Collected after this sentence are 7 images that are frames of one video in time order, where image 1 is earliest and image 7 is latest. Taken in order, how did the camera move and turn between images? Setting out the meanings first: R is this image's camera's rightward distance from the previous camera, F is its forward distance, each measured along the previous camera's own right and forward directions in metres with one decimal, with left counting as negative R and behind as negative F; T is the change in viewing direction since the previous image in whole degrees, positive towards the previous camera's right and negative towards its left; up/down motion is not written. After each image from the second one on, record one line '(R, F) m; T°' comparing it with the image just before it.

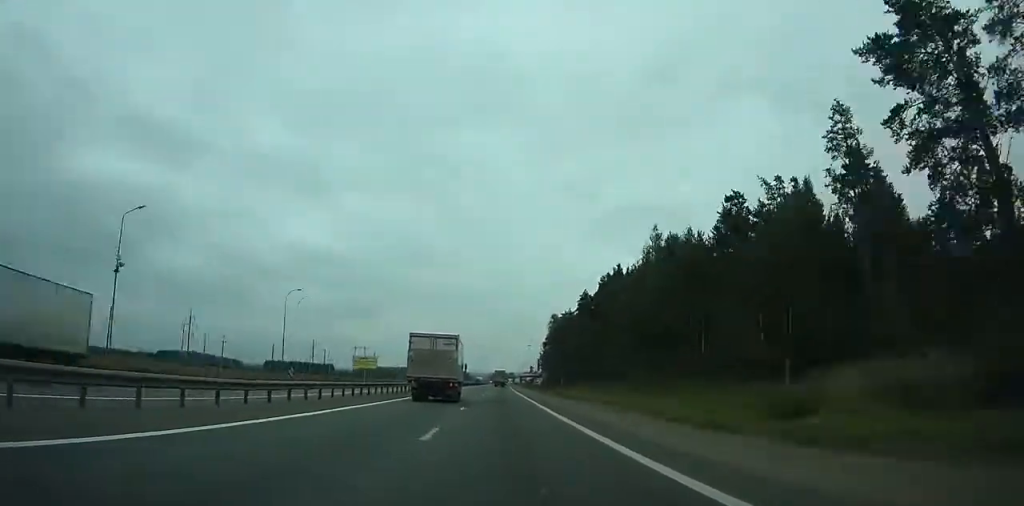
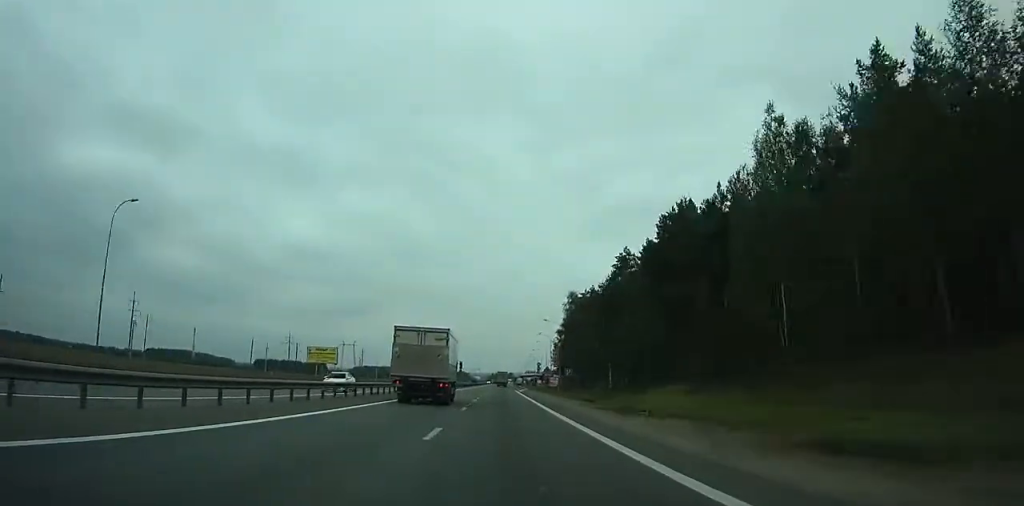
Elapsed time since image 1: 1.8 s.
(+0.1, +36.6) m; 0°
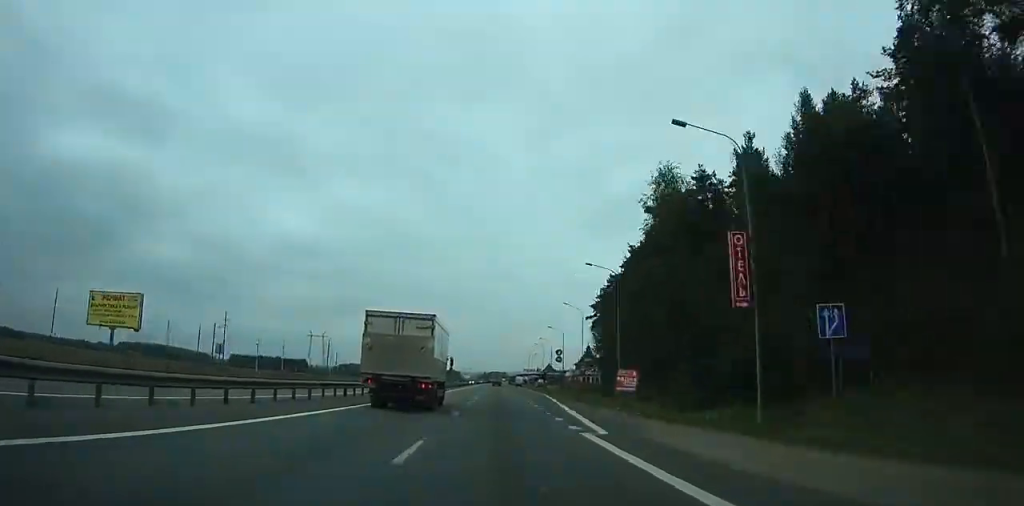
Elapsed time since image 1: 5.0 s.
(+0.4, +63.9) m; 0°
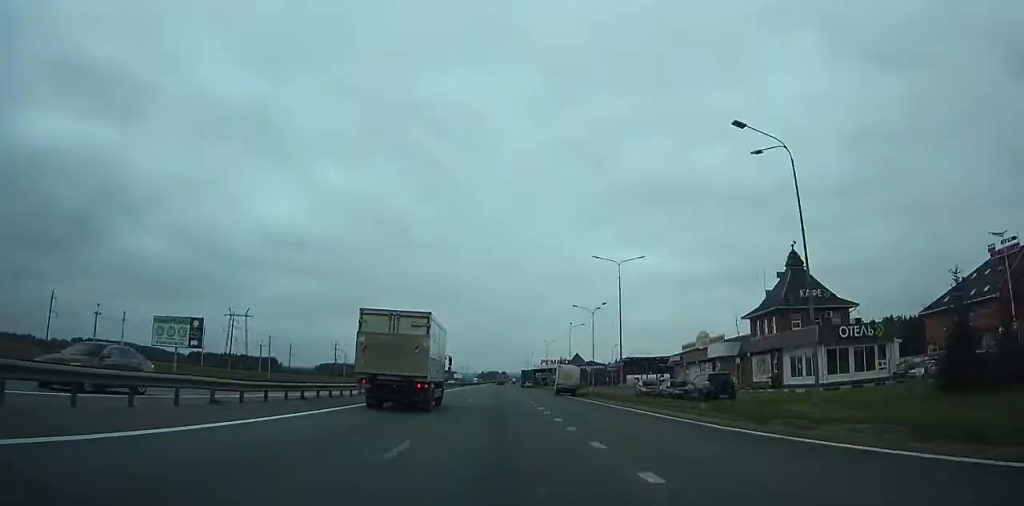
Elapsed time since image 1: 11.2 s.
(+0.4, +121.9) m; +1°
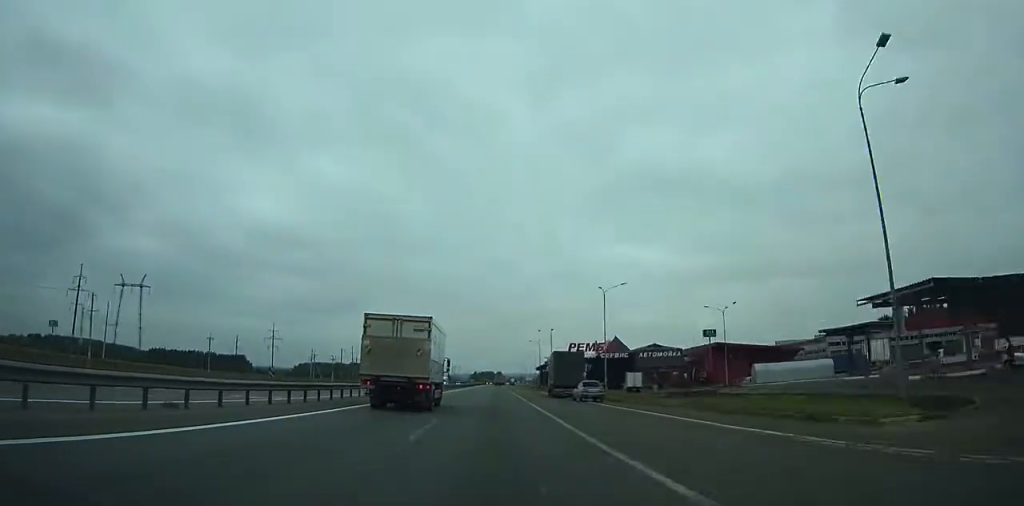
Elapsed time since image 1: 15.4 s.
(+1.2, +82.4) m; +4°
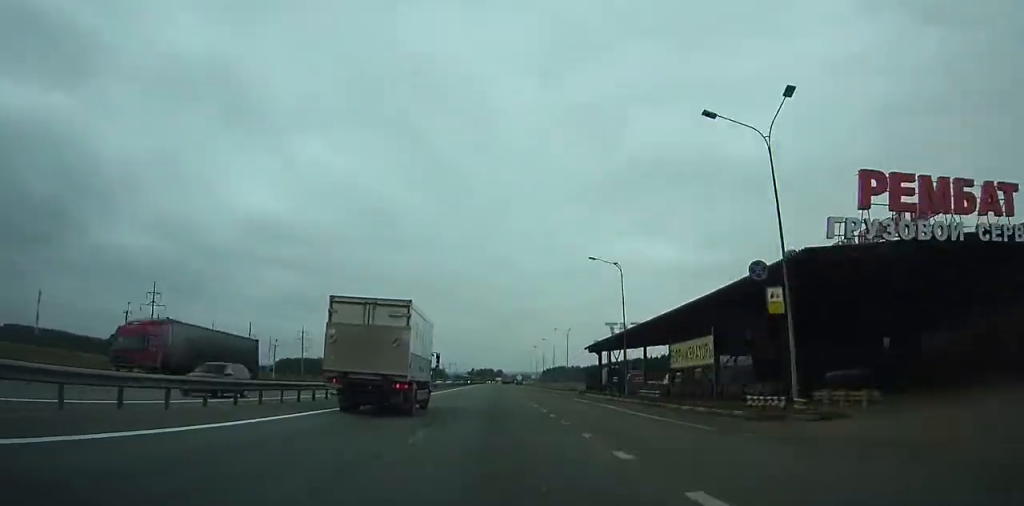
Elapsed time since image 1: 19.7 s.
(-1.0, +83.0) m; -6°
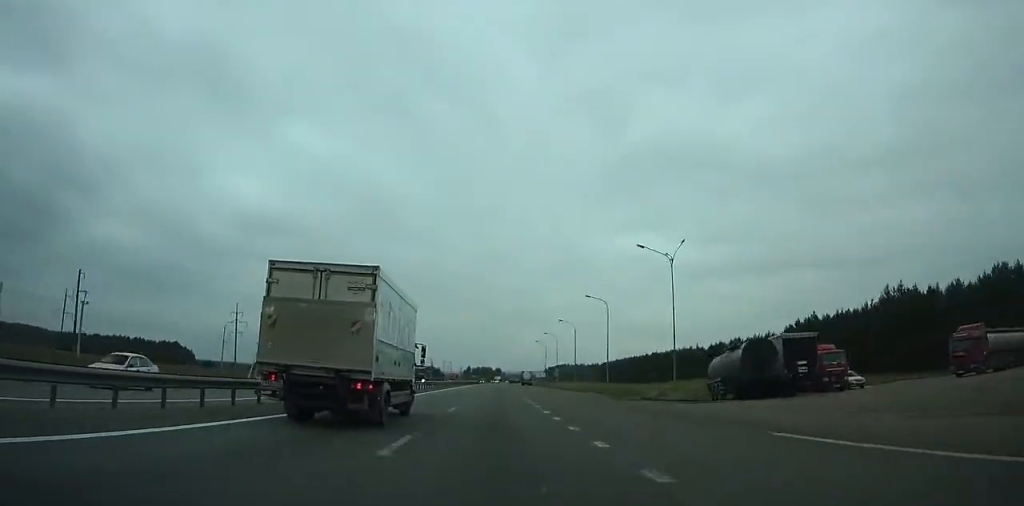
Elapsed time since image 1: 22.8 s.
(-4.3, +58.6) m; +2°
